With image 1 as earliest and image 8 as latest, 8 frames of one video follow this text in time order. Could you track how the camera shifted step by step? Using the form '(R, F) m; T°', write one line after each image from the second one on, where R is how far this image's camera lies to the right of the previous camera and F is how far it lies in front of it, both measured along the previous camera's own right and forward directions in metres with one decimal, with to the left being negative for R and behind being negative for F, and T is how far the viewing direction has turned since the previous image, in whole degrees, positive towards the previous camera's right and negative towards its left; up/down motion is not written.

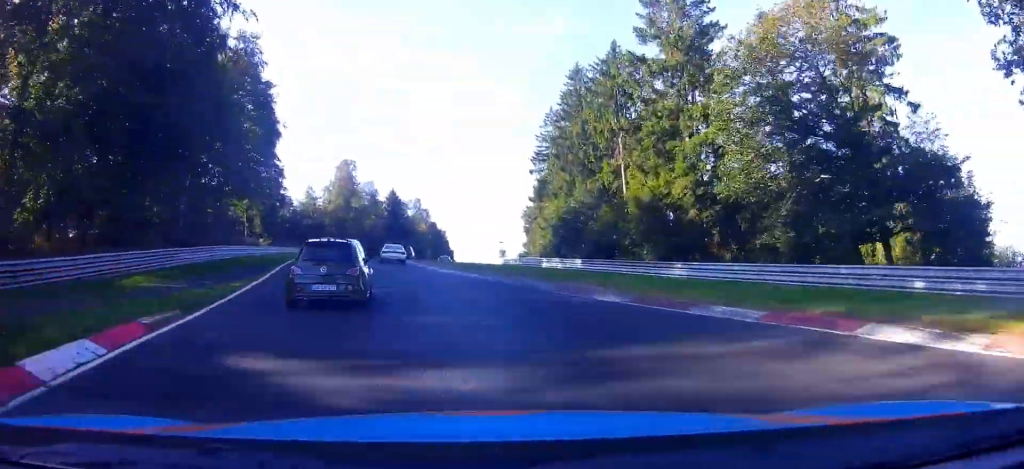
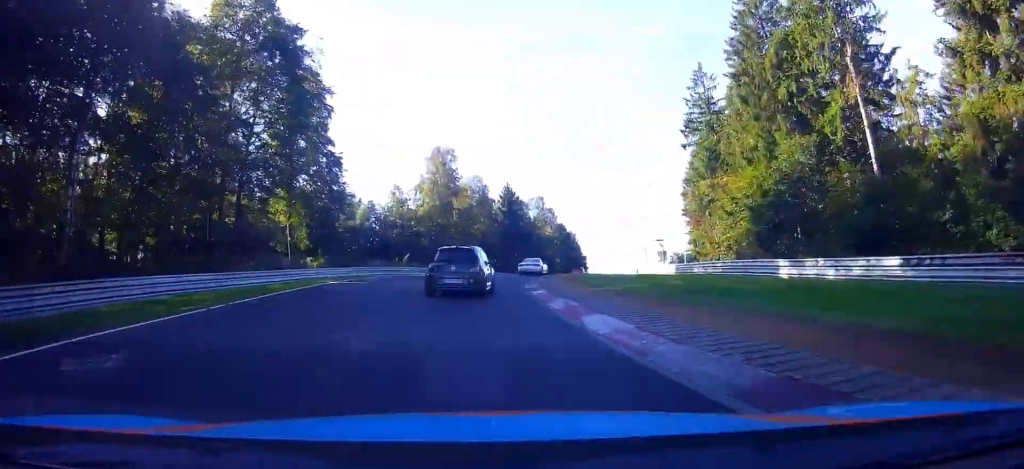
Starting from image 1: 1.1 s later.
(-1.0, +25.0) m; -8°
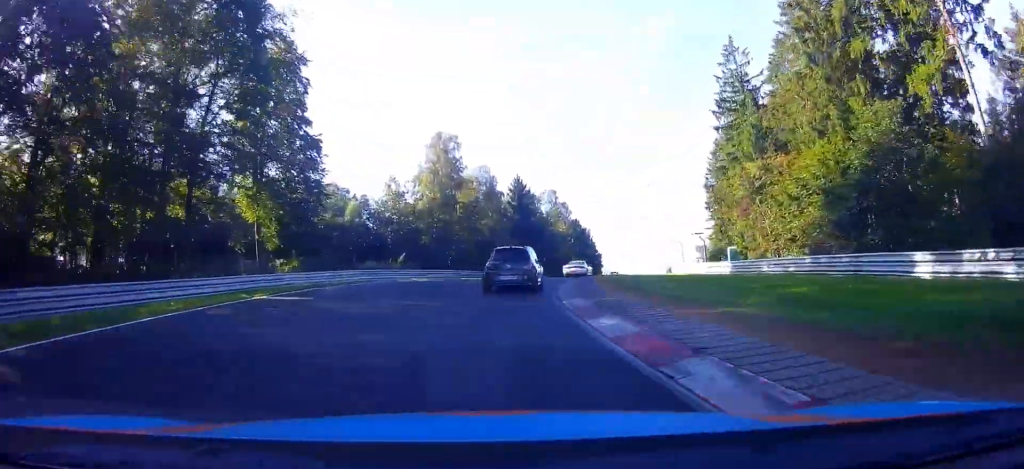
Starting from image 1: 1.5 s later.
(-0.4, +9.2) m; -4°
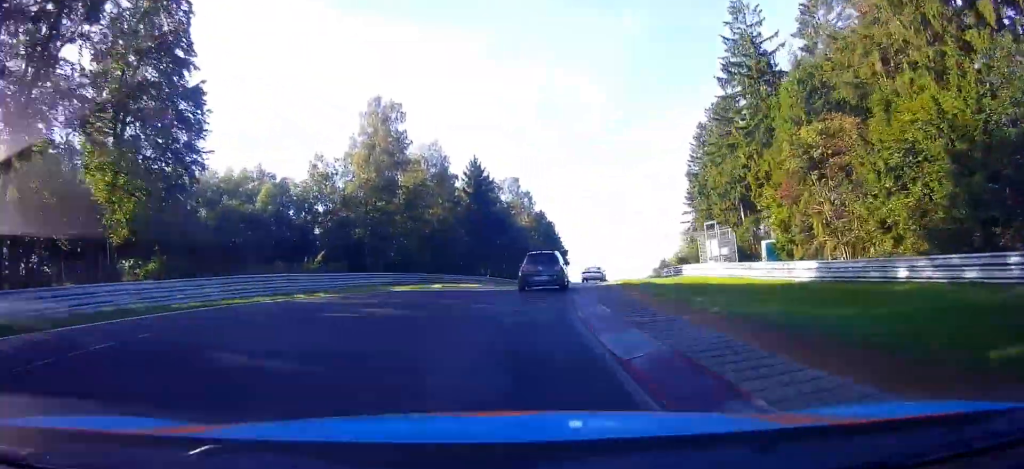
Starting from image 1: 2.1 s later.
(-0.7, +13.1) m; -6°
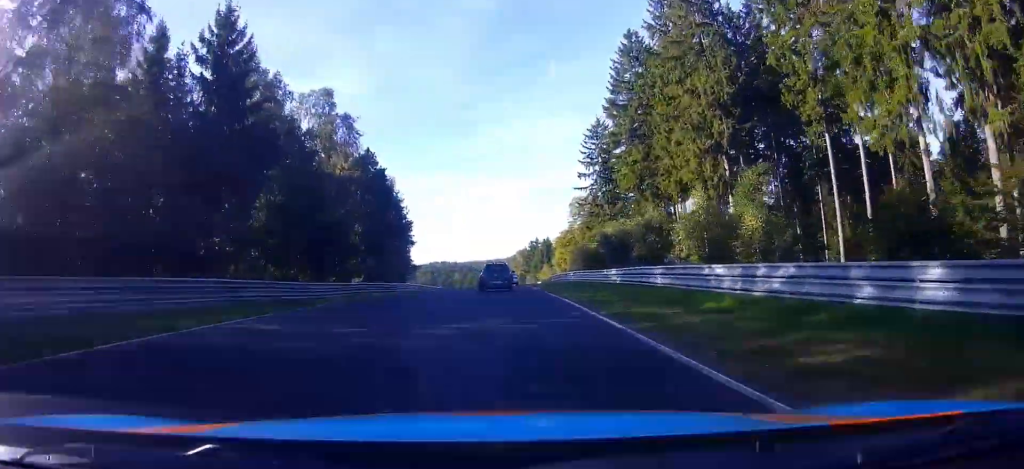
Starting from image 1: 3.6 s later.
(-4.1, +32.7) m; -18°
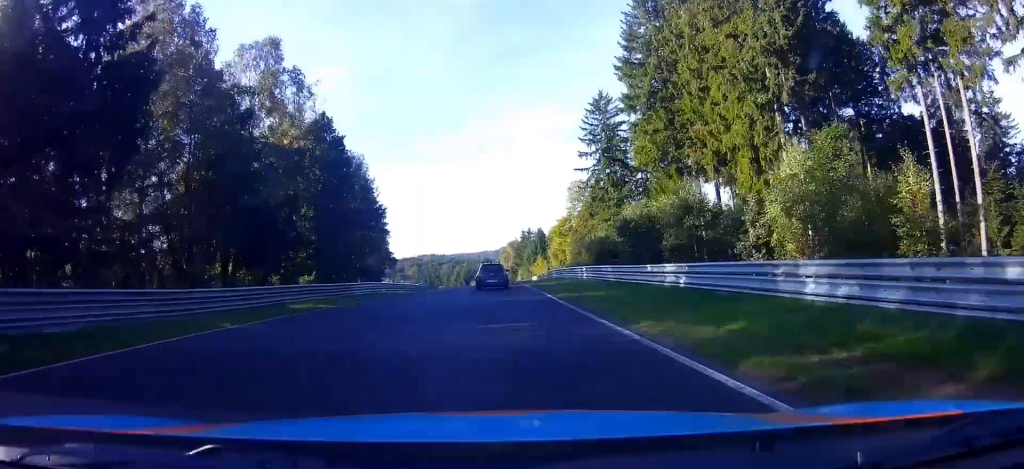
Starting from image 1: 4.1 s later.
(-0.9, +9.8) m; -4°
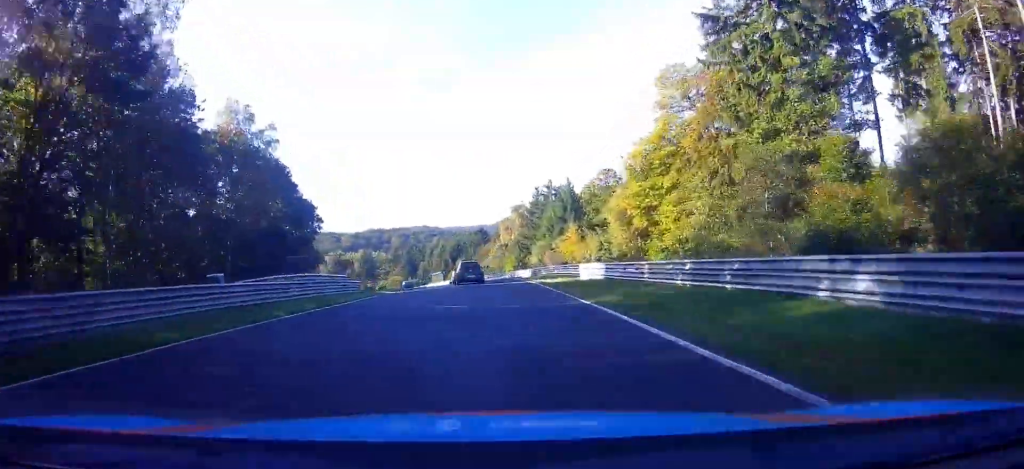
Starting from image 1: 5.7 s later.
(-3.5, +38.2) m; -8°
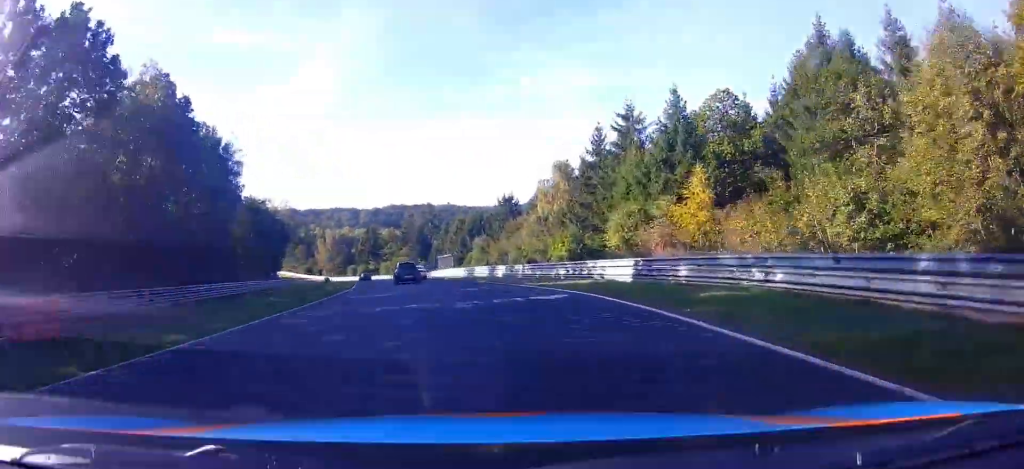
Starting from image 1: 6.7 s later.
(-0.6, +27.2) m; -1°
